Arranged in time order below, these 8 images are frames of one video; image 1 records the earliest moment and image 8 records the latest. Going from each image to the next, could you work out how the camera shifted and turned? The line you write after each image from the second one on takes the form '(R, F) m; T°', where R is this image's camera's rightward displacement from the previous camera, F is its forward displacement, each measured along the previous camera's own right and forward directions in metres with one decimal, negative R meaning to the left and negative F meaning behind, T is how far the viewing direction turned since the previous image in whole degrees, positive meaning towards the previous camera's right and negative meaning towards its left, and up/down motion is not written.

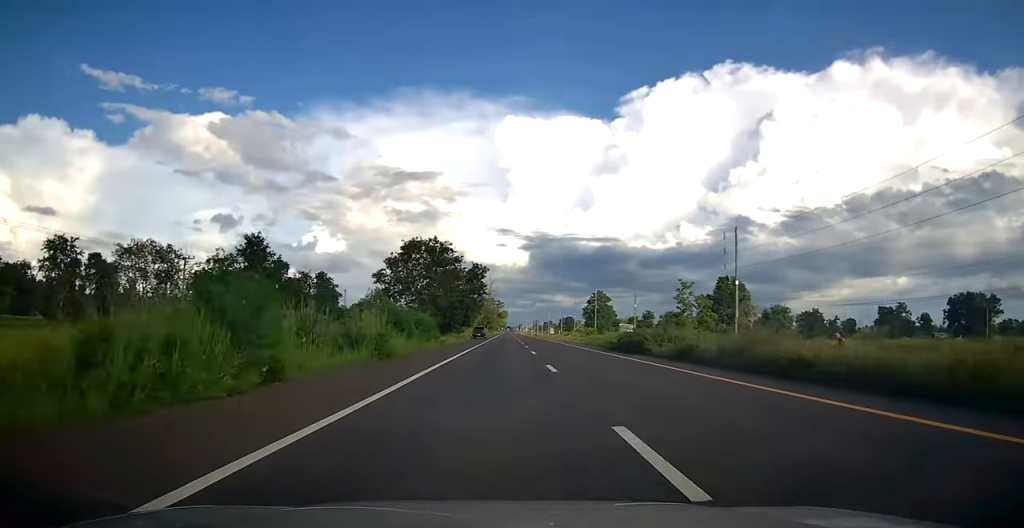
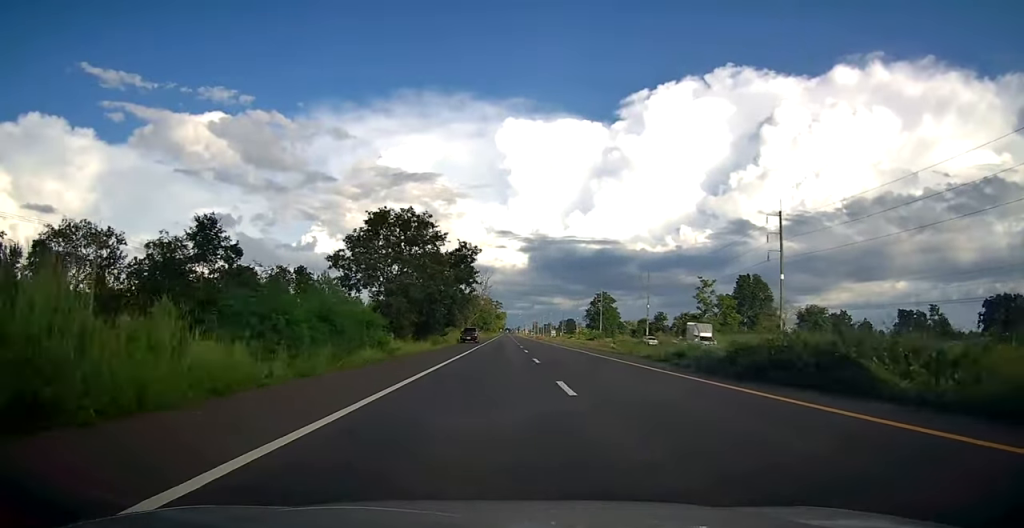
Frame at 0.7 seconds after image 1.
(0.0, +17.2) m; 0°
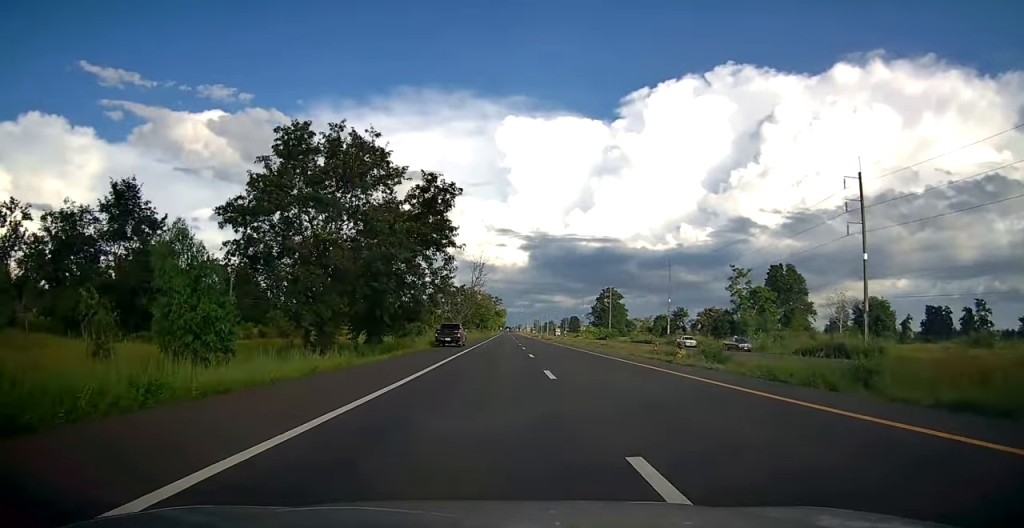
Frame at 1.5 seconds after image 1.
(0.0, +20.5) m; 0°
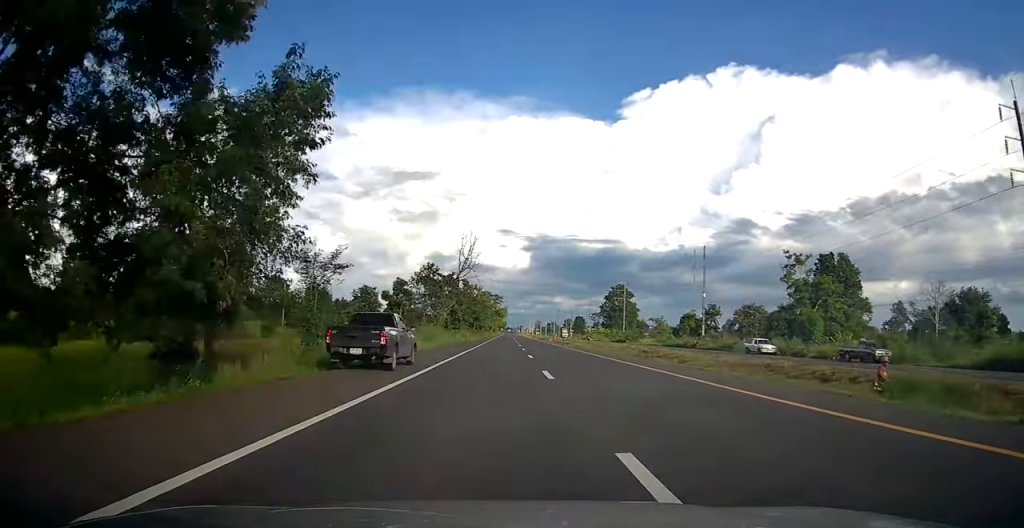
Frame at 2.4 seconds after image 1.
(0.0, +23.7) m; 0°
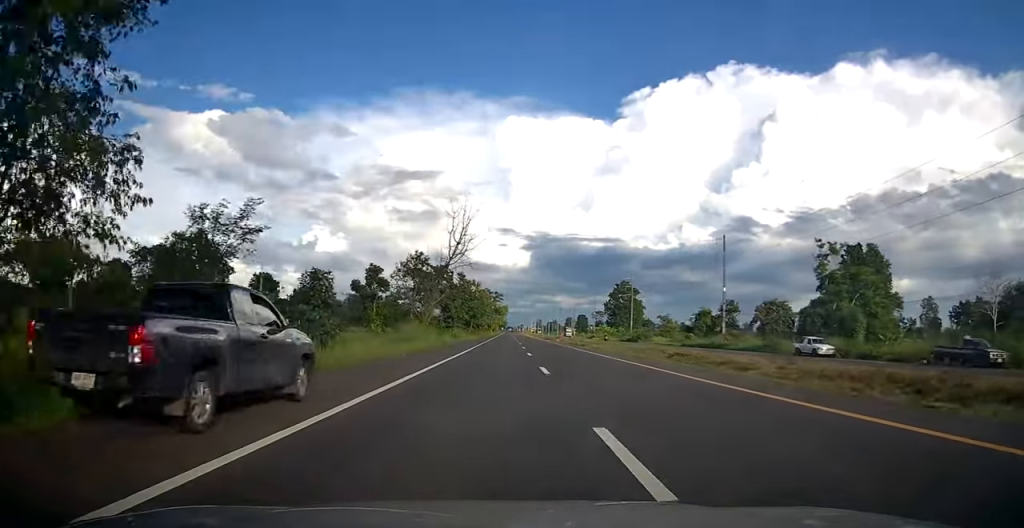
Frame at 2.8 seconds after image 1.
(0.0, +10.6) m; 0°
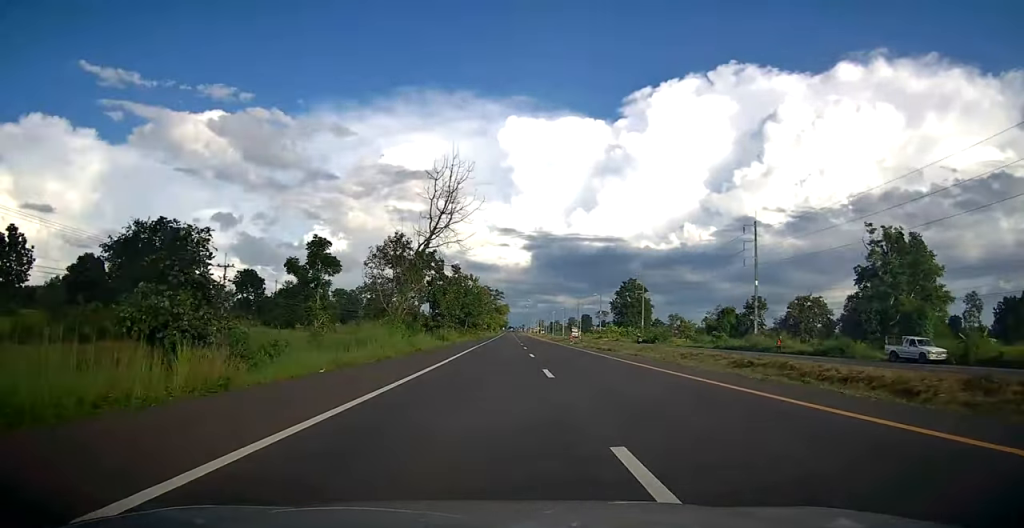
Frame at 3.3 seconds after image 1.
(0.0, +13.2) m; 0°
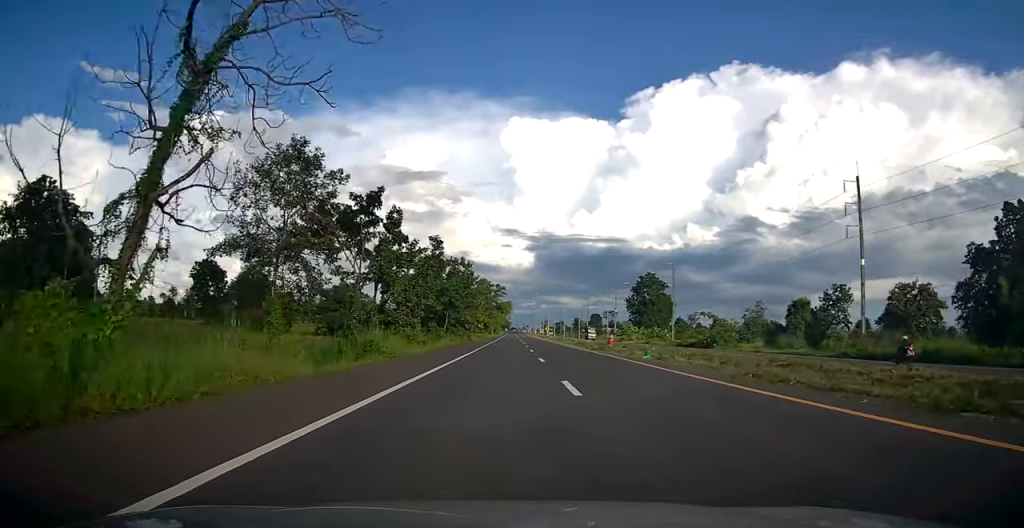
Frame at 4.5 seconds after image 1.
(+0.1, +28.2) m; 0°
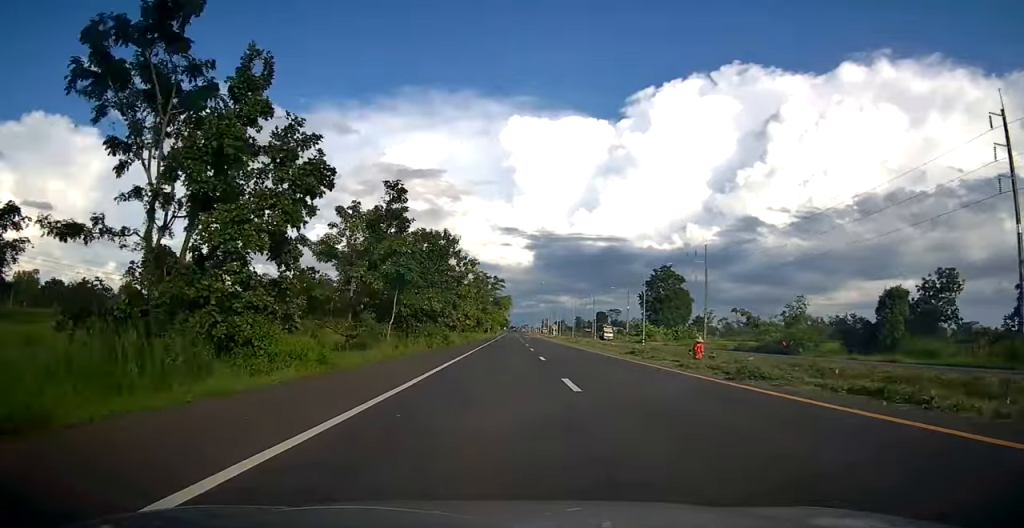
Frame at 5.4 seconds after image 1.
(-0.1, +23.0) m; 0°
